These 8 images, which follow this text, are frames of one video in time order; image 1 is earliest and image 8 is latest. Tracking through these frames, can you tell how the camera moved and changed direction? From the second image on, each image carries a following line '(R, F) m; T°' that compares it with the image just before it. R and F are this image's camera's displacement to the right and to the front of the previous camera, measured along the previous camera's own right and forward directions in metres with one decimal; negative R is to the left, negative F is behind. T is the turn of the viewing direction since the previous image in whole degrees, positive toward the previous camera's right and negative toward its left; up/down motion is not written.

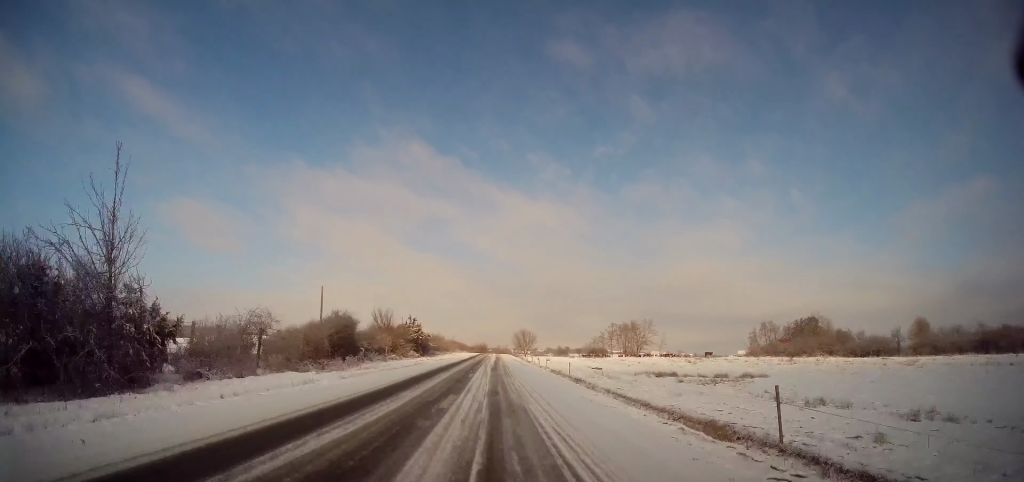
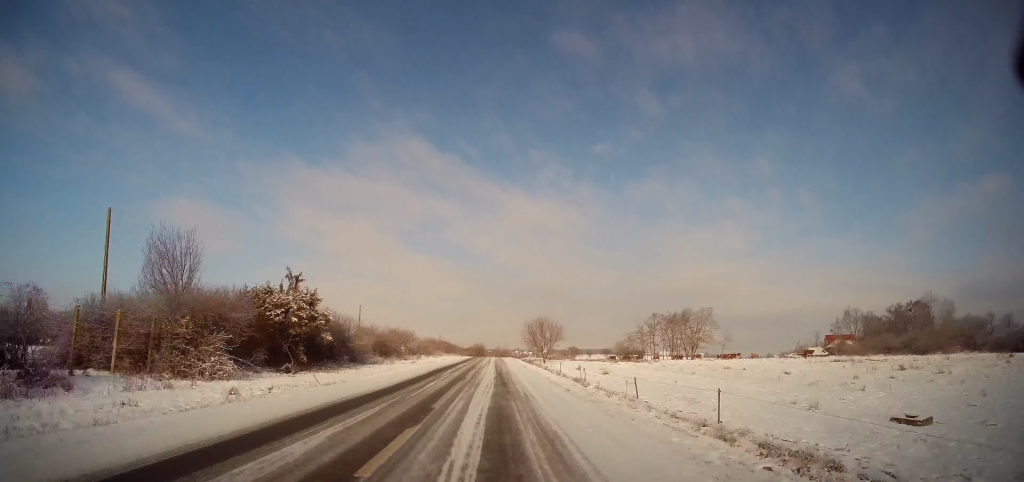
(-0.2, +41.9) m; 0°
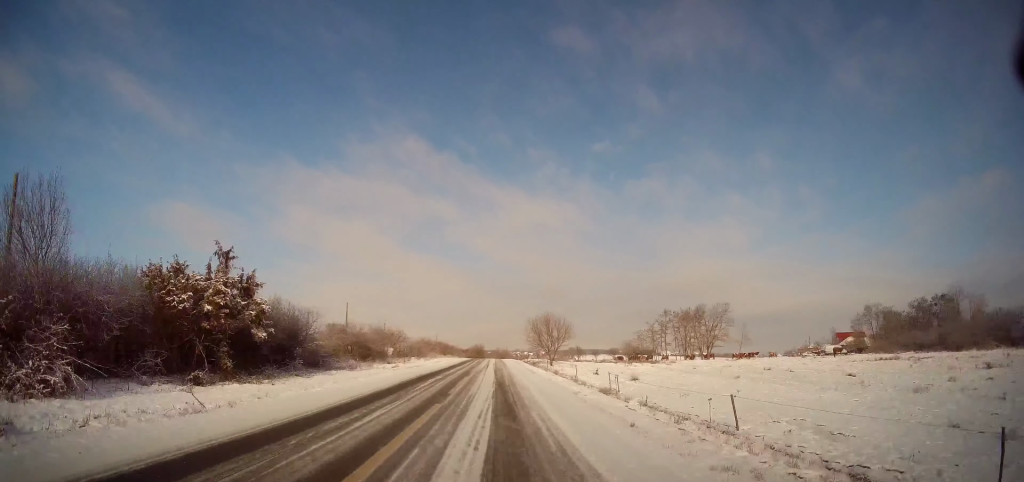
(+0.1, +8.1) m; 0°
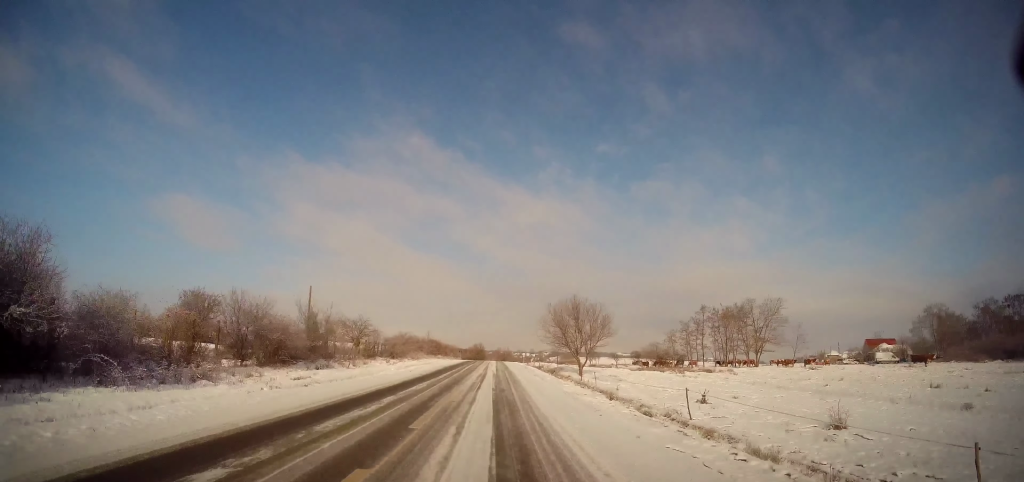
(0.0, +18.8) m; 0°
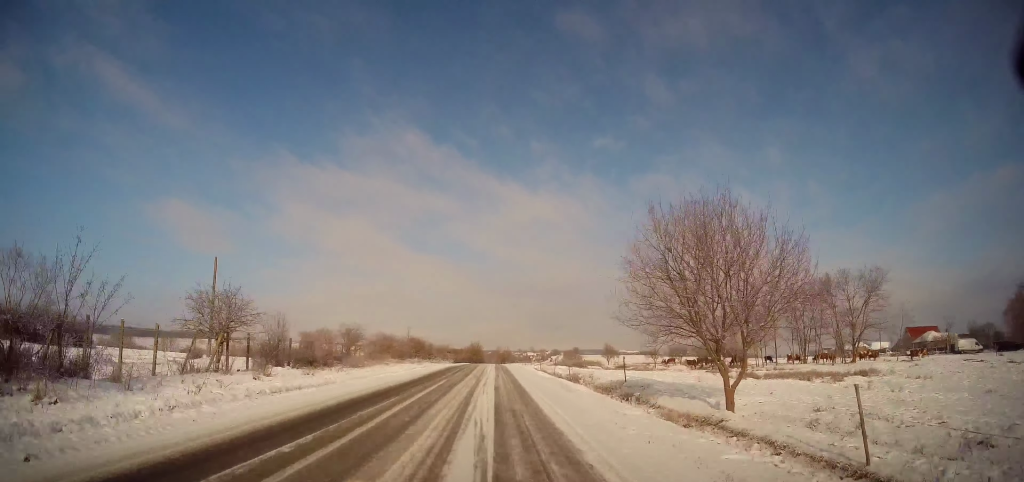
(+0.1, +24.0) m; 0°
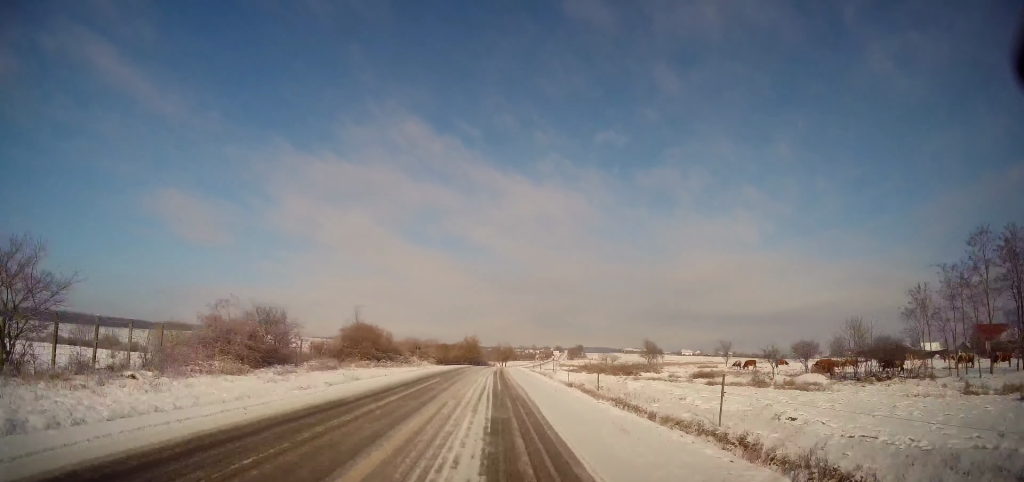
(-0.4, +32.3) m; -1°
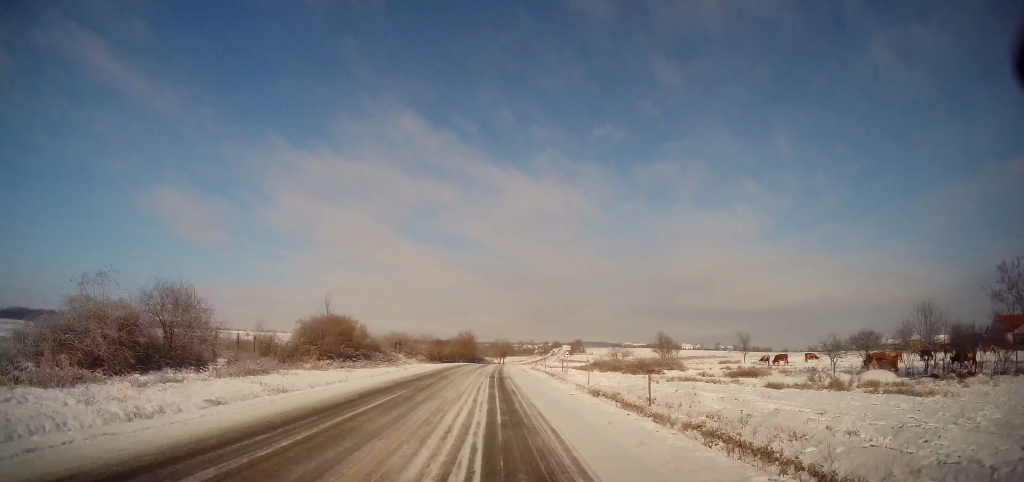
(0.0, +9.5) m; 0°
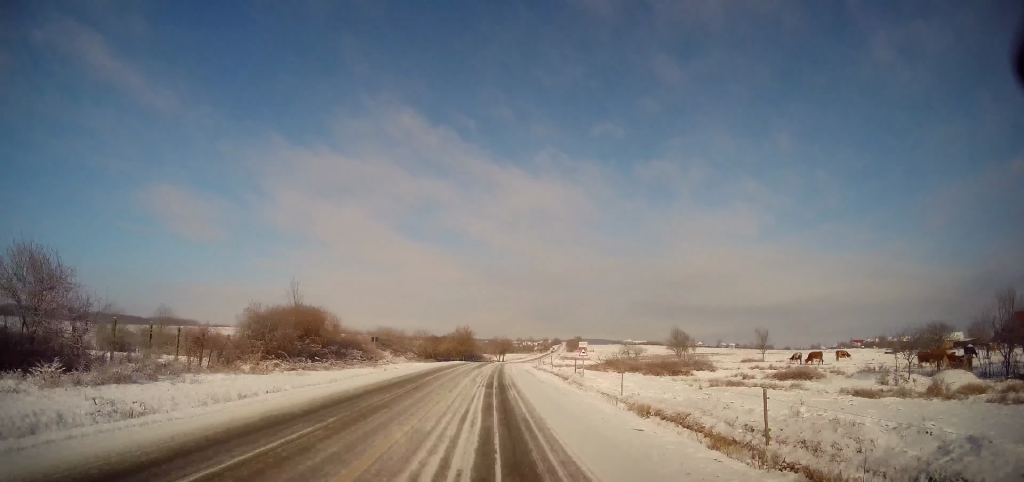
(0.0, +7.6) m; +1°
